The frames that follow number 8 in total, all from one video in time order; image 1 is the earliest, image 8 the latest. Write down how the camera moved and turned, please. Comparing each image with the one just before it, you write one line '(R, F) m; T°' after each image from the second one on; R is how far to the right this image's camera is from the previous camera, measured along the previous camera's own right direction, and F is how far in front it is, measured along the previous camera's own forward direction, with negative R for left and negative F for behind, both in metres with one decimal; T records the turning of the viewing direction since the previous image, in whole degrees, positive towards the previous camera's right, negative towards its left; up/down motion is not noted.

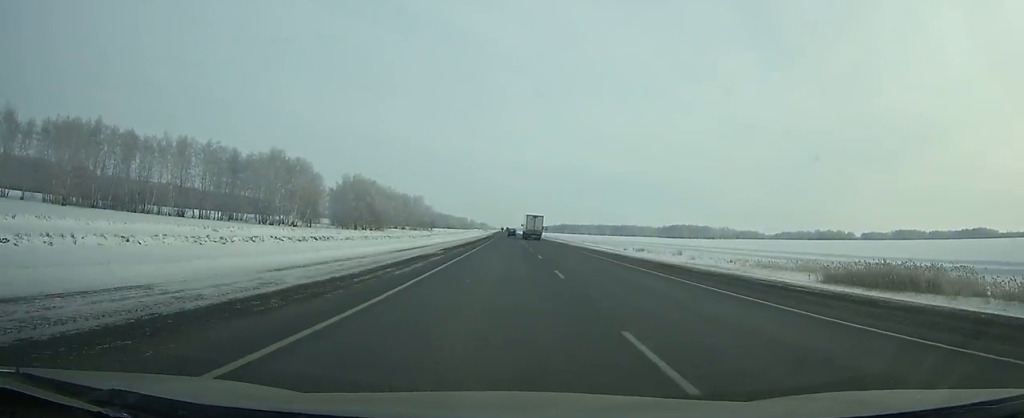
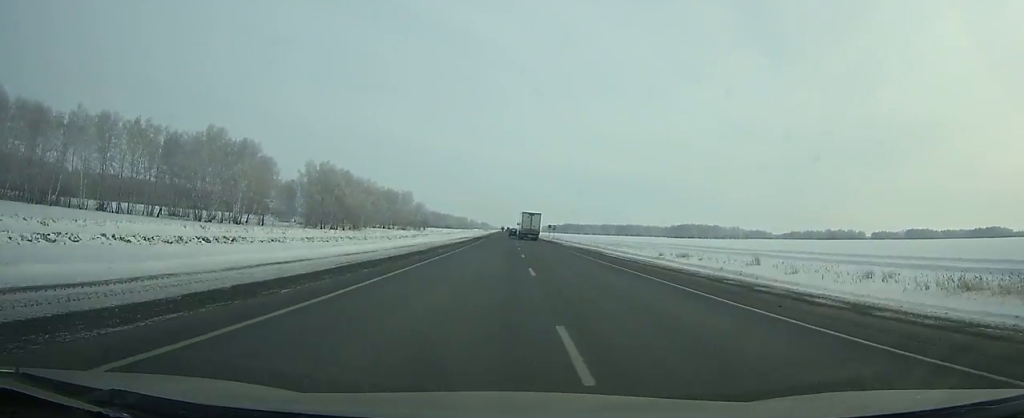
(+0.1, +34.3) m; 0°
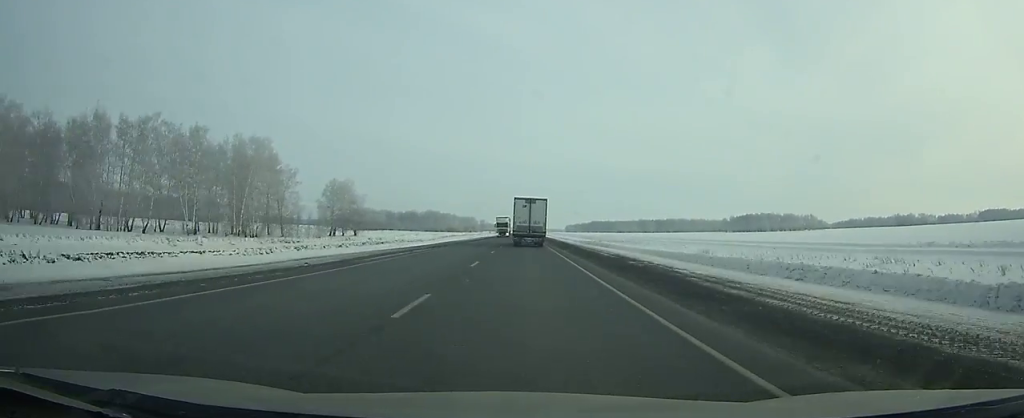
(-1.8, +174.8) m; -1°
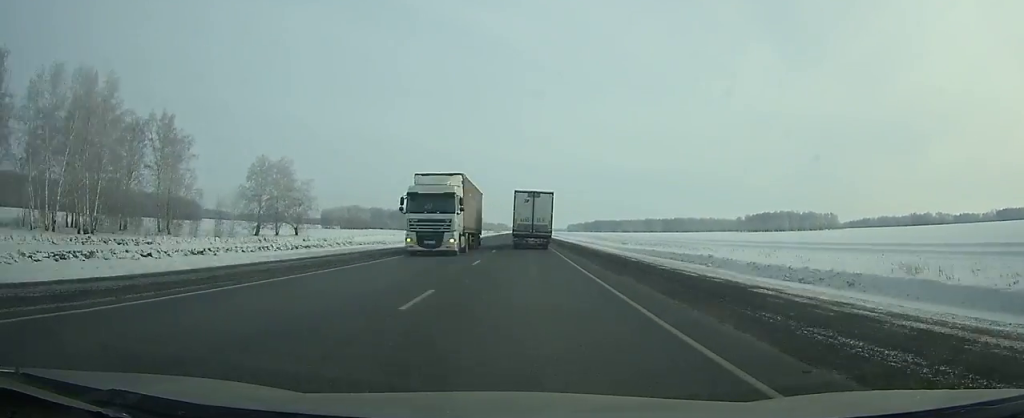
(-0.1, +47.5) m; 0°
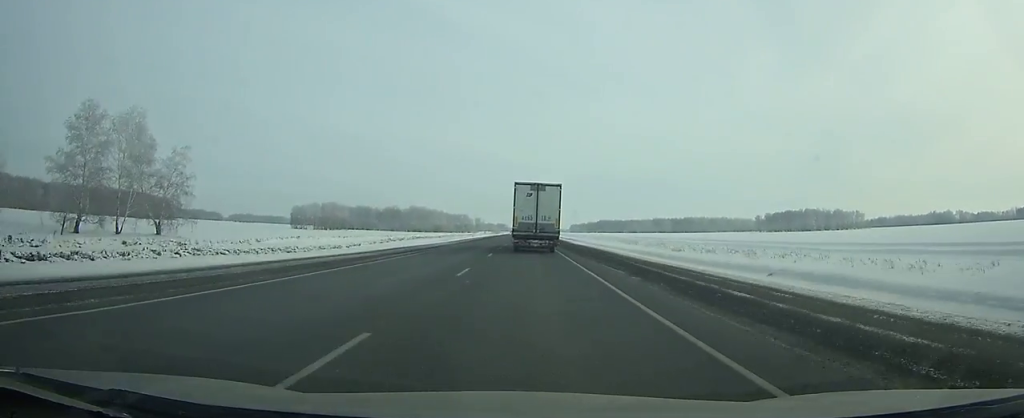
(-0.1, +53.8) m; 0°
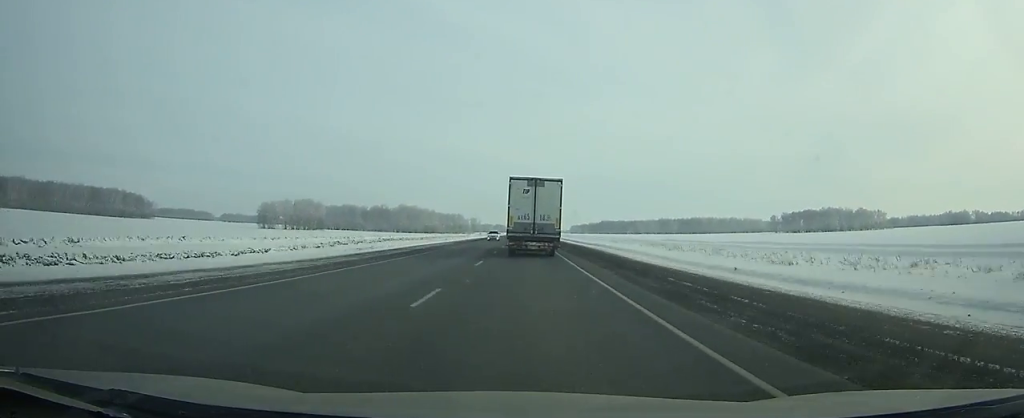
(-0.1, +42.1) m; 0°
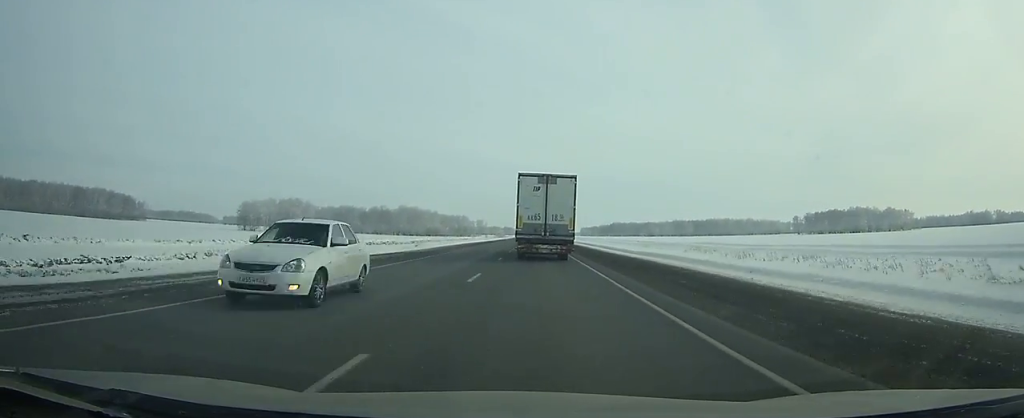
(0.0, +32.0) m; 0°
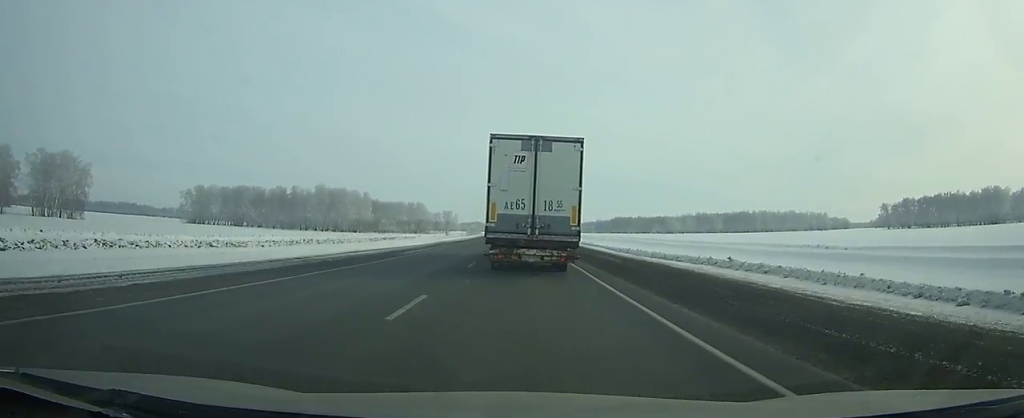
(+1.2, +163.0) m; +1°
